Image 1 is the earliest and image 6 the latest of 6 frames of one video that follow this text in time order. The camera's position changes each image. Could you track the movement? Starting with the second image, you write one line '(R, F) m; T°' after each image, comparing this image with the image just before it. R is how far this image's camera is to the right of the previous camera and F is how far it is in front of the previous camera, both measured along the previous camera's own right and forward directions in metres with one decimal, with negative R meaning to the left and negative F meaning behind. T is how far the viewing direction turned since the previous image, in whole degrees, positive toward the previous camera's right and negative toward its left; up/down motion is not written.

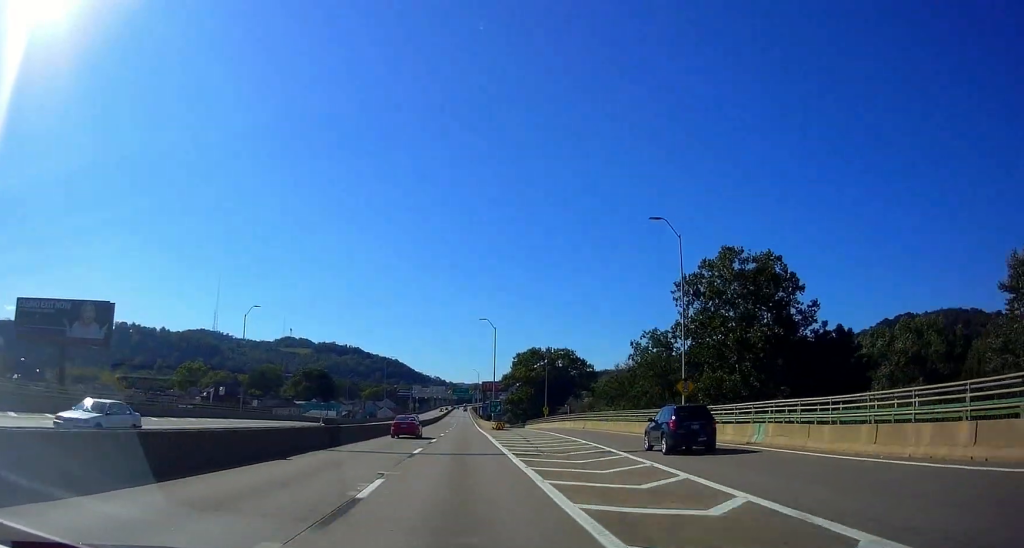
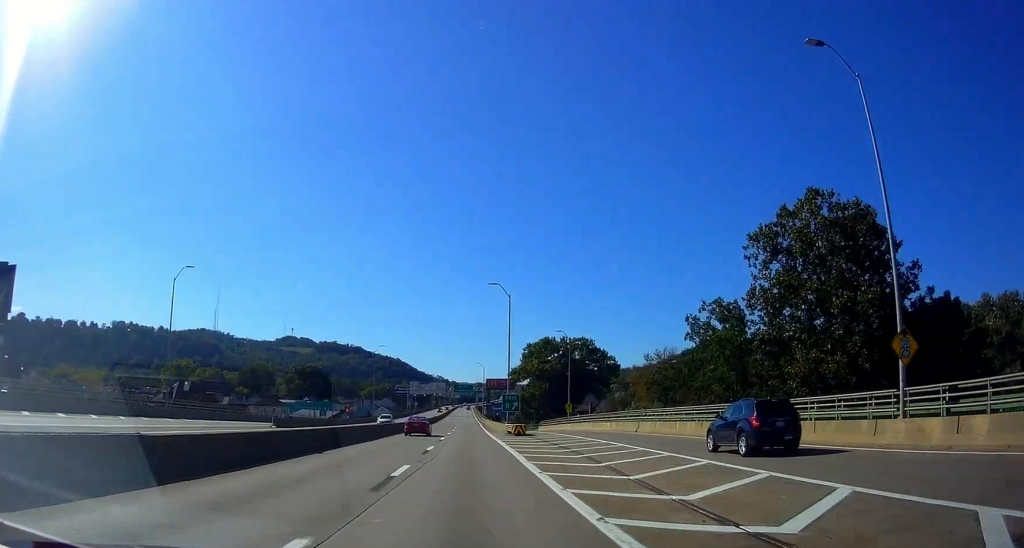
(0.0, +19.2) m; 0°
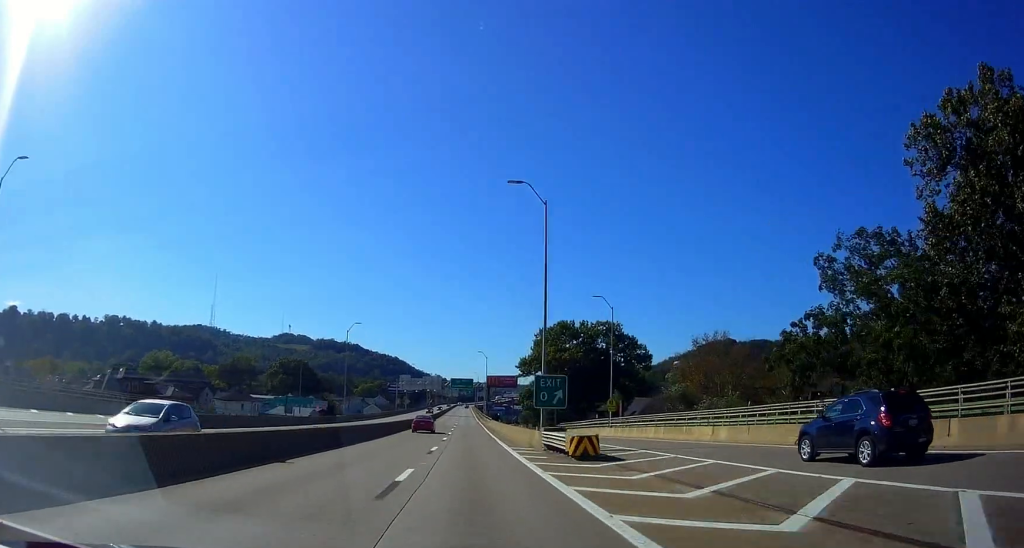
(+0.4, +24.8) m; +3°
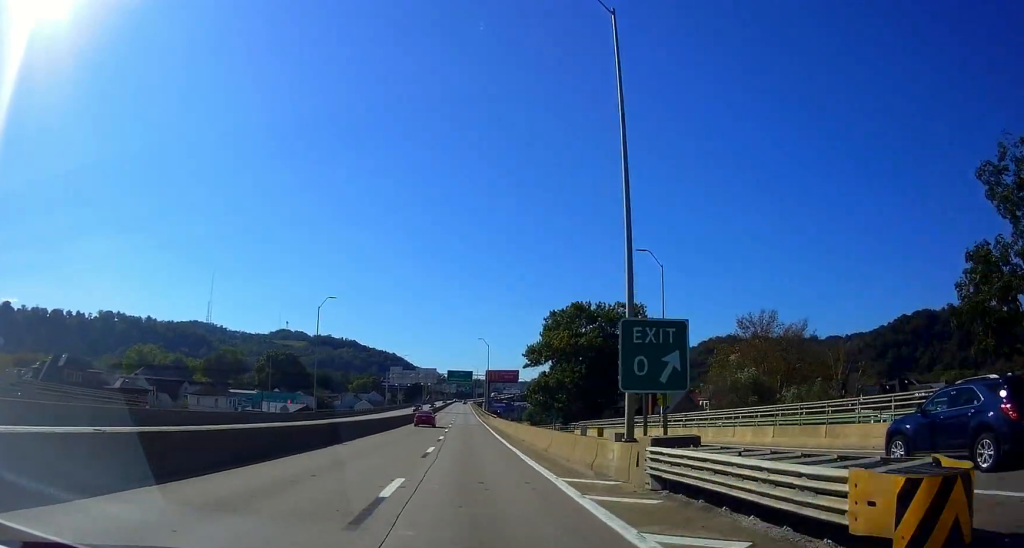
(+0.7, +16.0) m; 0°
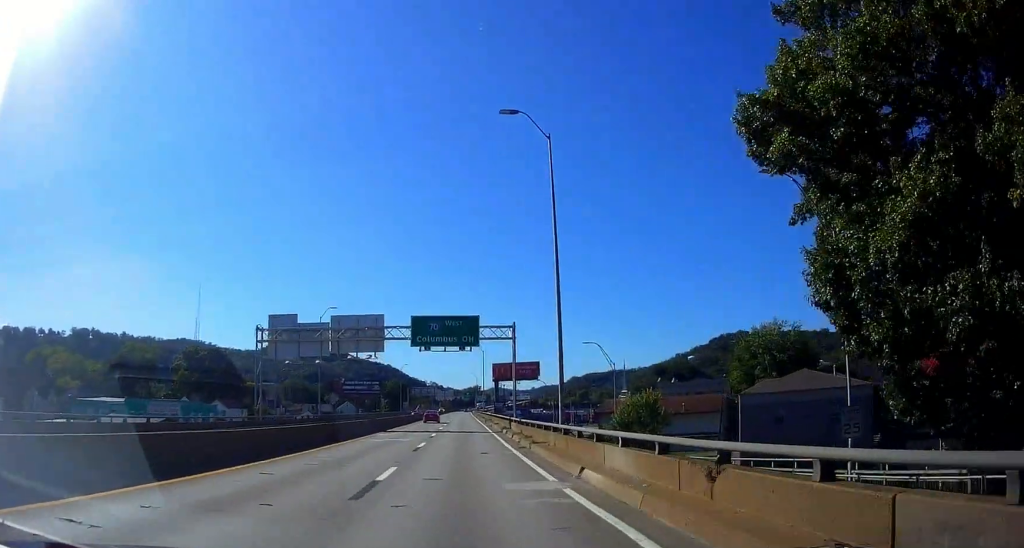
(-2.4, +81.1) m; -2°
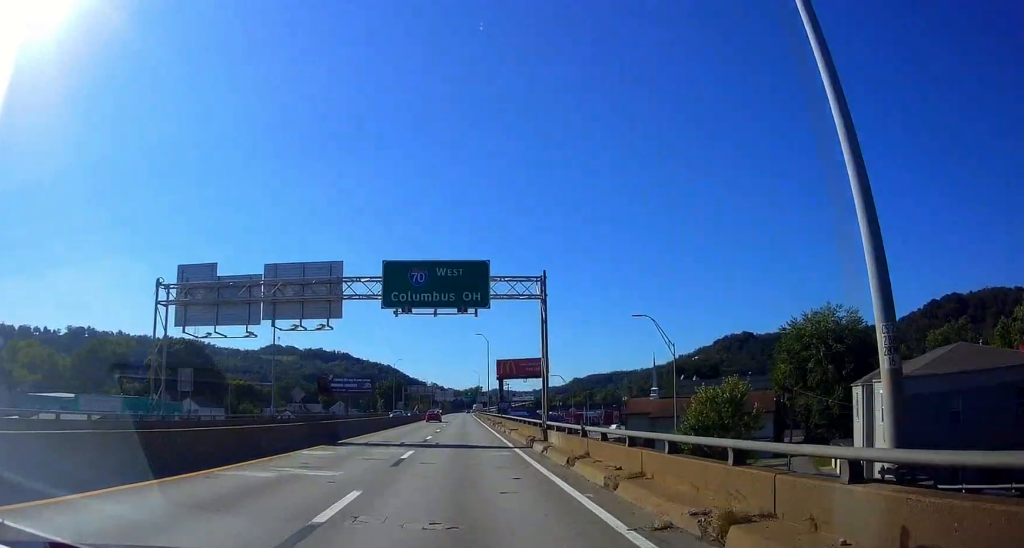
(0.0, +18.0) m; 0°
